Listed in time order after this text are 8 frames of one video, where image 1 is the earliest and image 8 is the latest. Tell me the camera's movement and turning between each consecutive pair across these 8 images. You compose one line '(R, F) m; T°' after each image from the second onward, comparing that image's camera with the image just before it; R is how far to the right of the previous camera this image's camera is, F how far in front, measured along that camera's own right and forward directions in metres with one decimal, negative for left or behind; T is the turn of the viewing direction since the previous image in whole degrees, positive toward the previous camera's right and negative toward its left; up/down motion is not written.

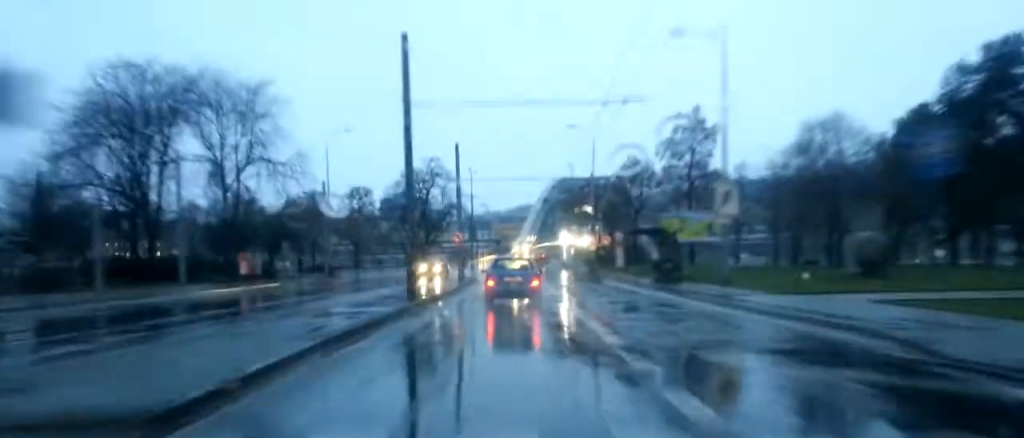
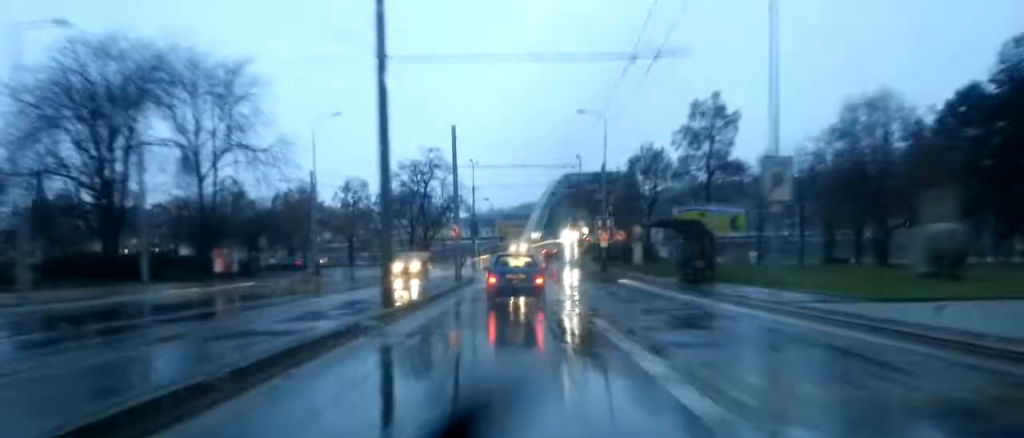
(-0.1, +5.6) m; -1°
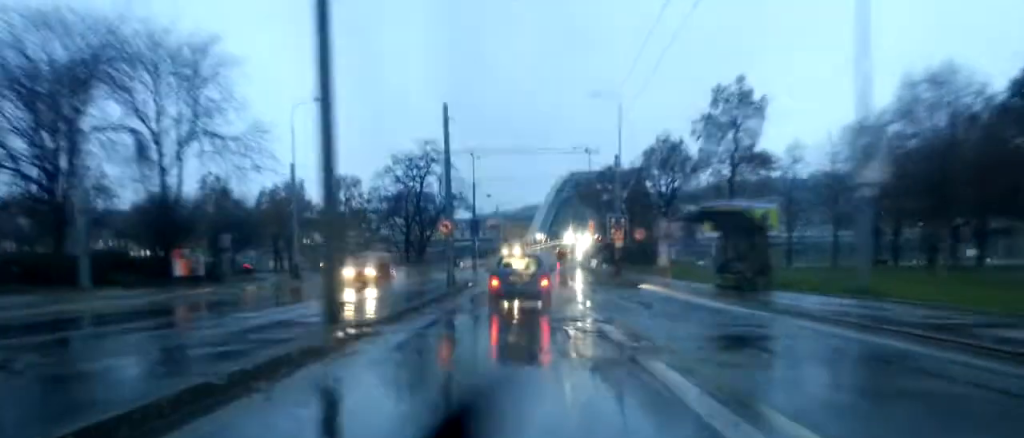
(0.0, +6.5) m; 0°
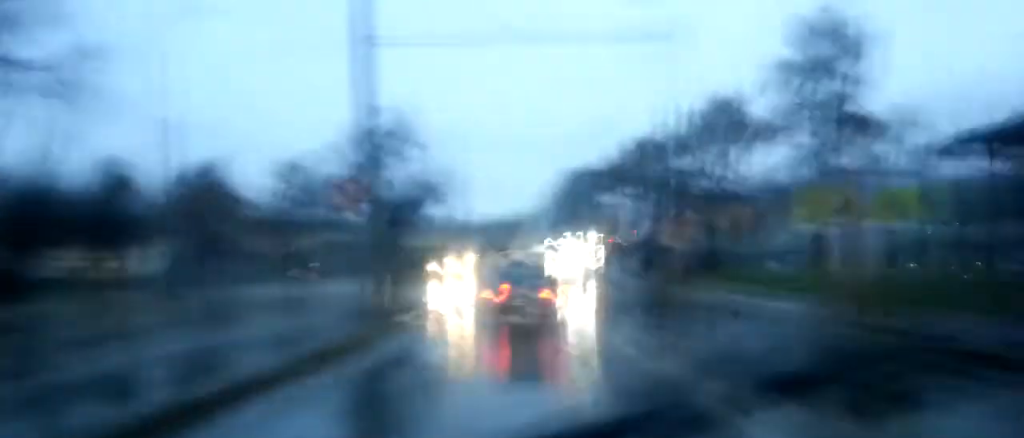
(0.0, +19.5) m; 0°
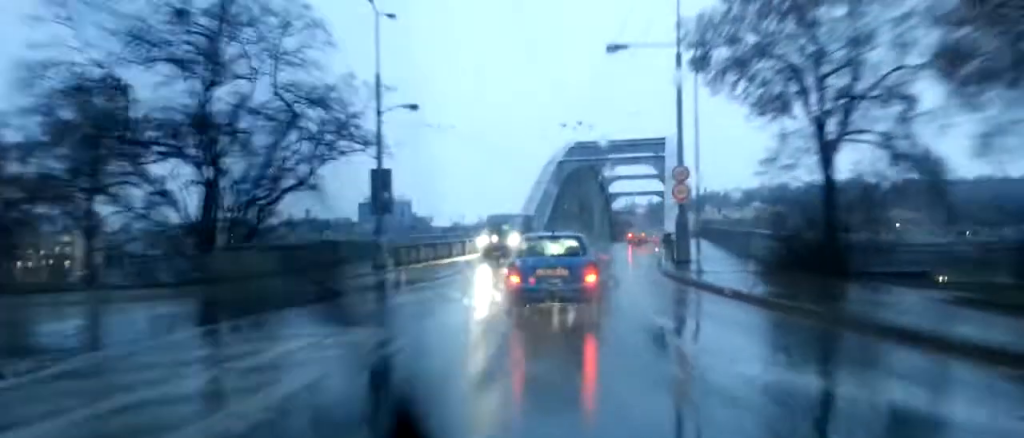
(-0.2, +31.4) m; 0°
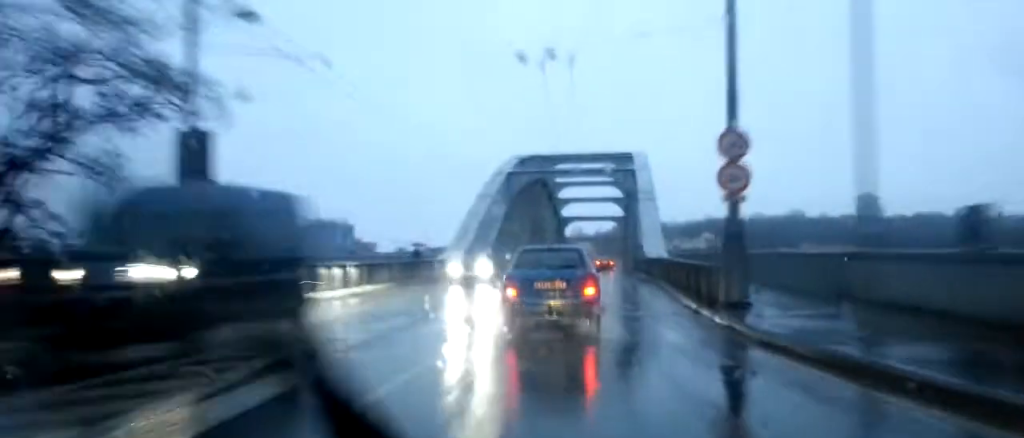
(+0.3, +15.8) m; +4°
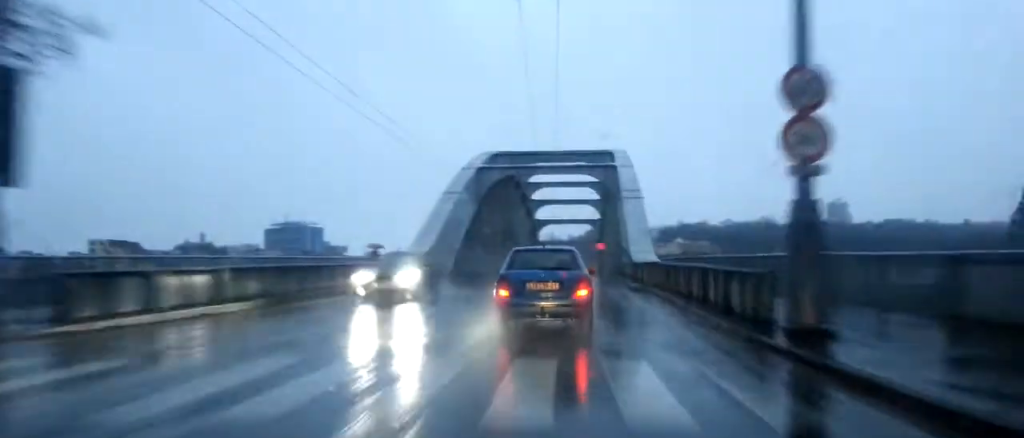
(+0.1, +6.7) m; +2°
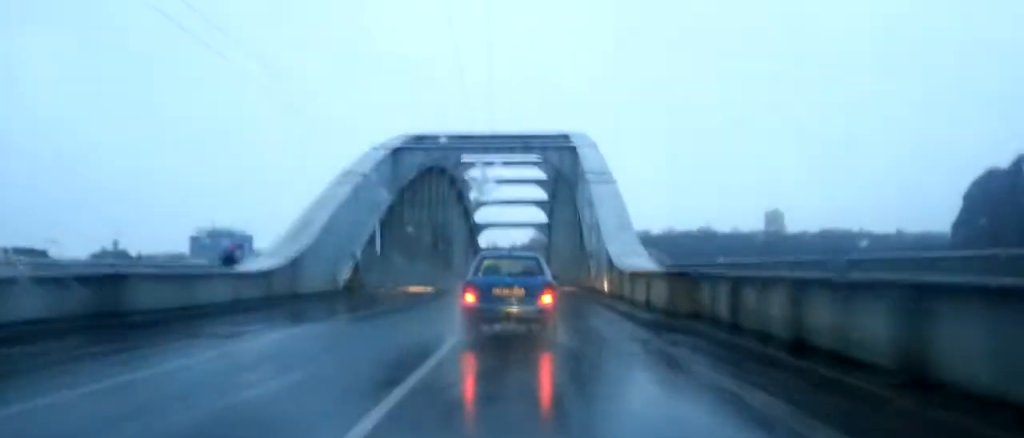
(+0.5, +16.7) m; +1°
